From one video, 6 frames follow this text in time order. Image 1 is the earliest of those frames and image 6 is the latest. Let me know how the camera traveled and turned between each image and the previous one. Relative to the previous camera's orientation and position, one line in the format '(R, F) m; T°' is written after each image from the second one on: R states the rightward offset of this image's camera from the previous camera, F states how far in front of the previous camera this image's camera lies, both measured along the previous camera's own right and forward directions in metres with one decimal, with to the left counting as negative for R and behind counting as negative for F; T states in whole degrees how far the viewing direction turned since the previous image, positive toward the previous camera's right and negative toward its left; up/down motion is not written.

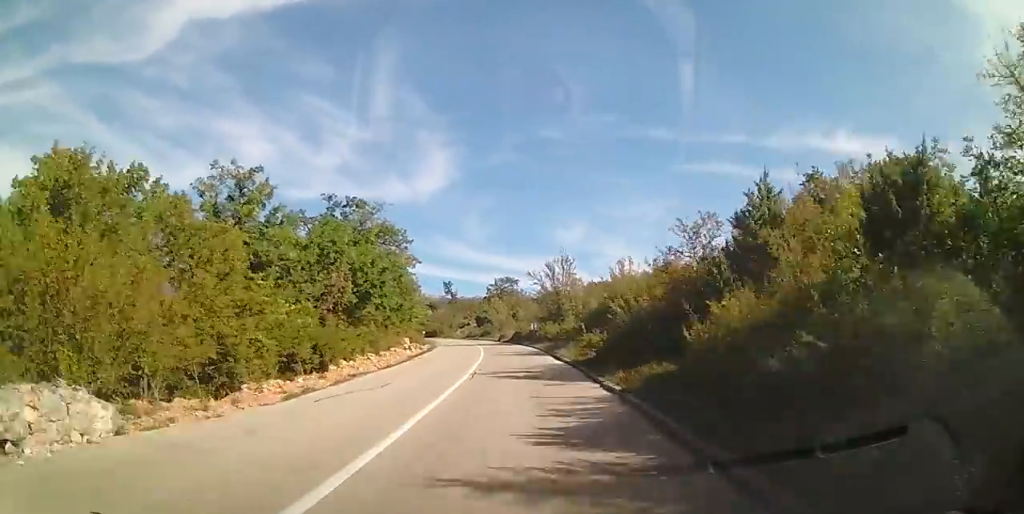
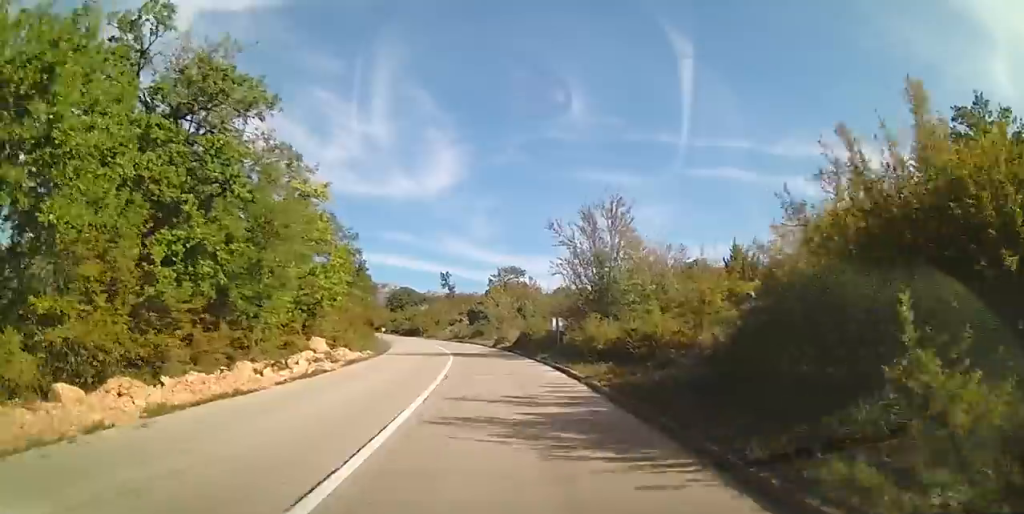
(+0.3, +21.1) m; +1°
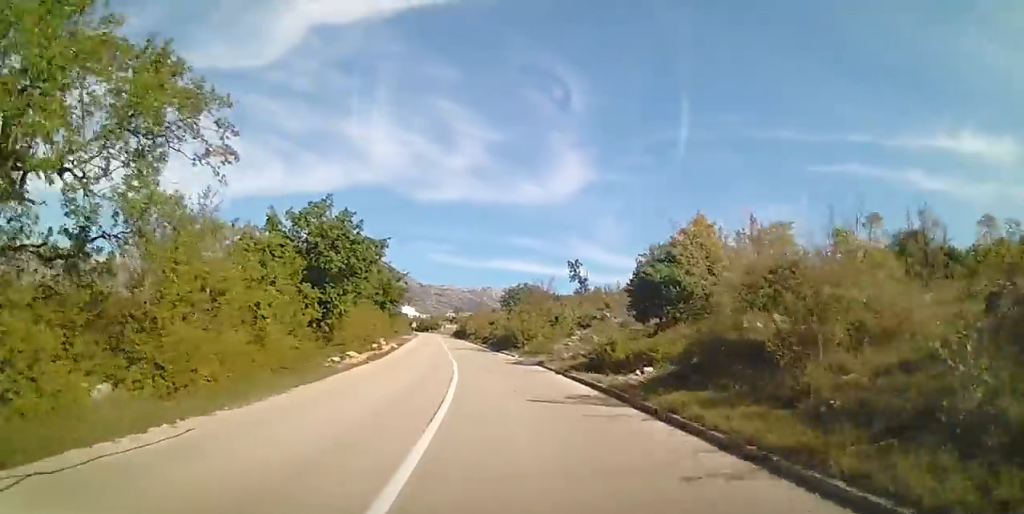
(-3.5, +38.0) m; -8°
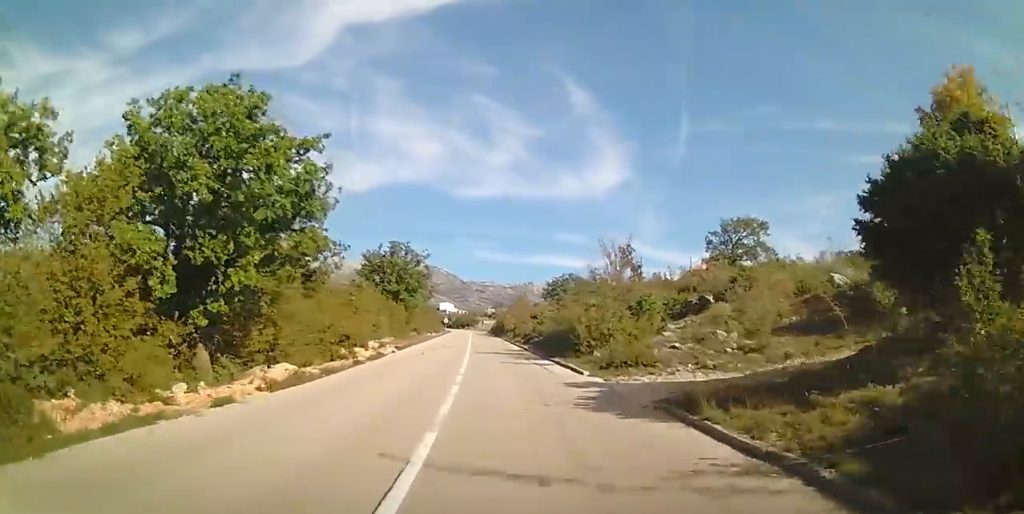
(0.0, +13.5) m; -4°
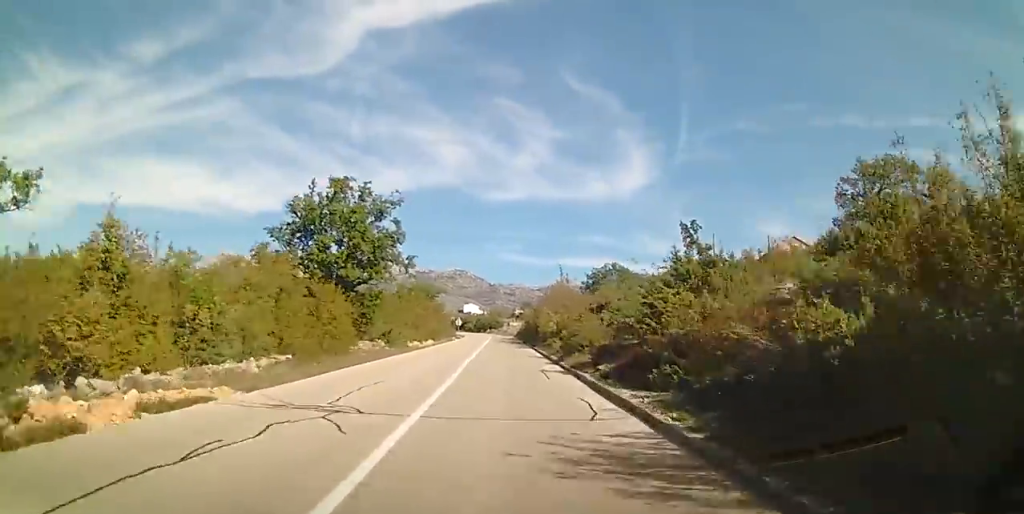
(-2.0, +24.3) m; -8°
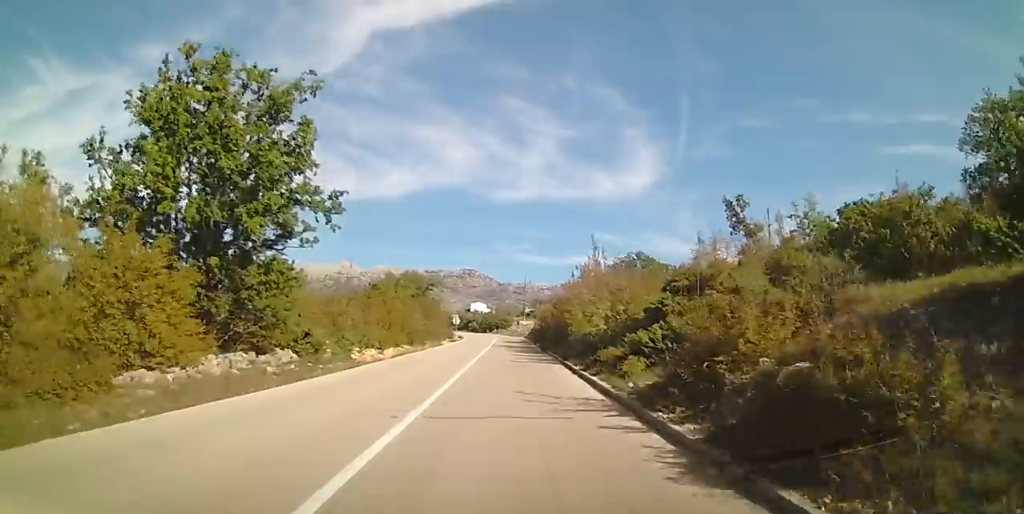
(-0.3, +14.6) m; 0°
